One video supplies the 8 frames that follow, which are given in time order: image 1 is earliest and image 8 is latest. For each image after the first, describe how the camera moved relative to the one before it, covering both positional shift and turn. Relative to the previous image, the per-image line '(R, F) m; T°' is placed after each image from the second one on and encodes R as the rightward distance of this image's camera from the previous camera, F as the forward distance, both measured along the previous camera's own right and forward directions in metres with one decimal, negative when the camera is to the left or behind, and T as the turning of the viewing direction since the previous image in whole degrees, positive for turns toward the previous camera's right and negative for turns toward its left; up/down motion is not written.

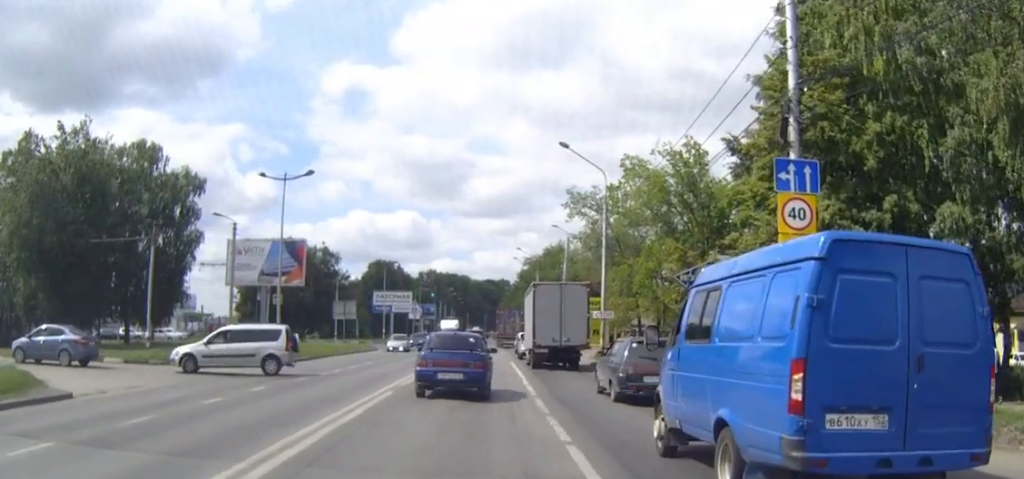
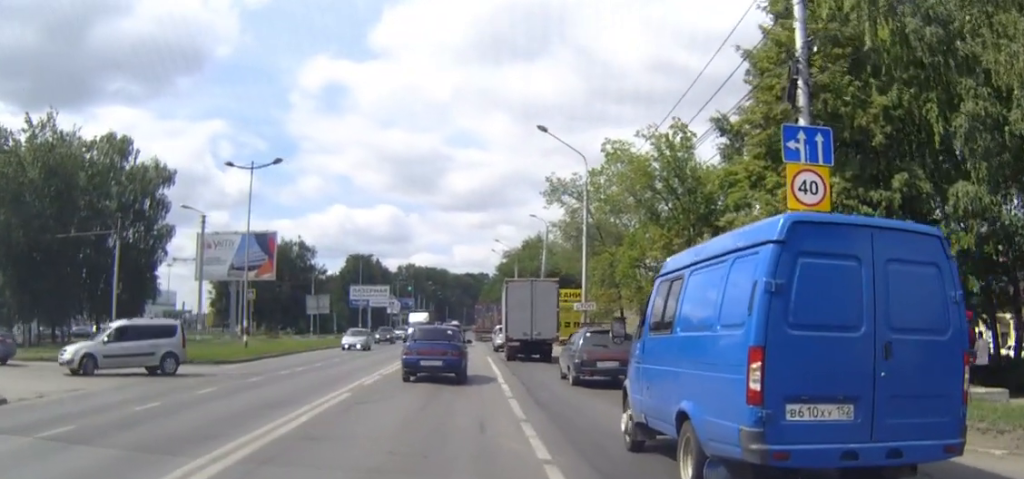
(+0.2, +2.4) m; +4°
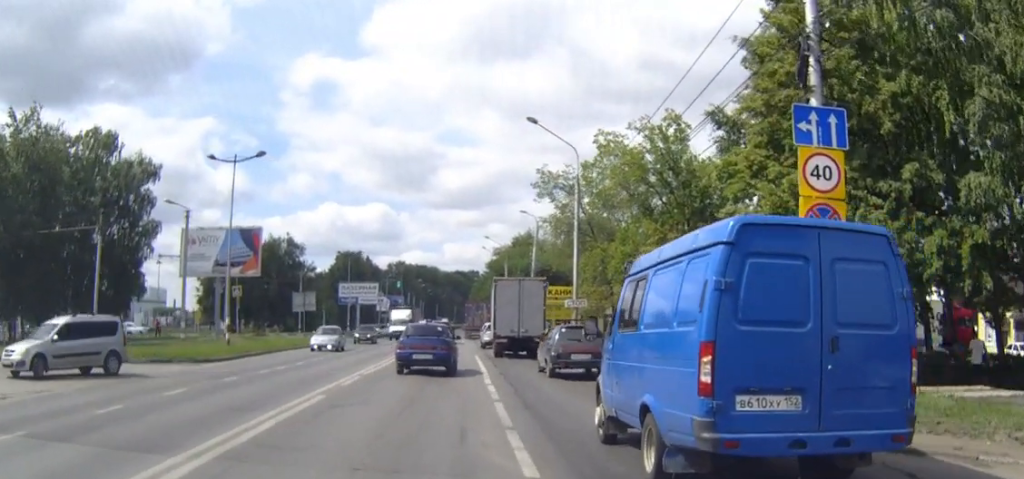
(0.0, +1.4) m; -1°
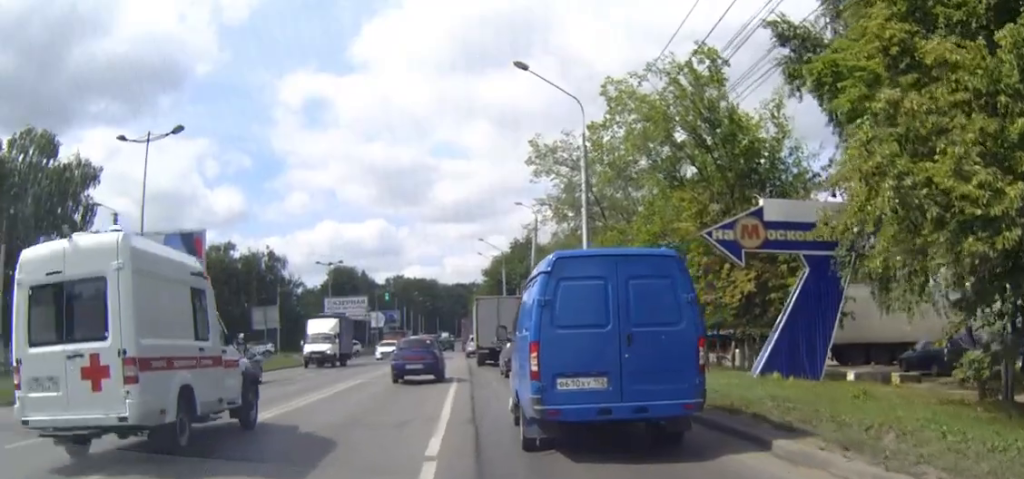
(-0.3, +9.6) m; -1°
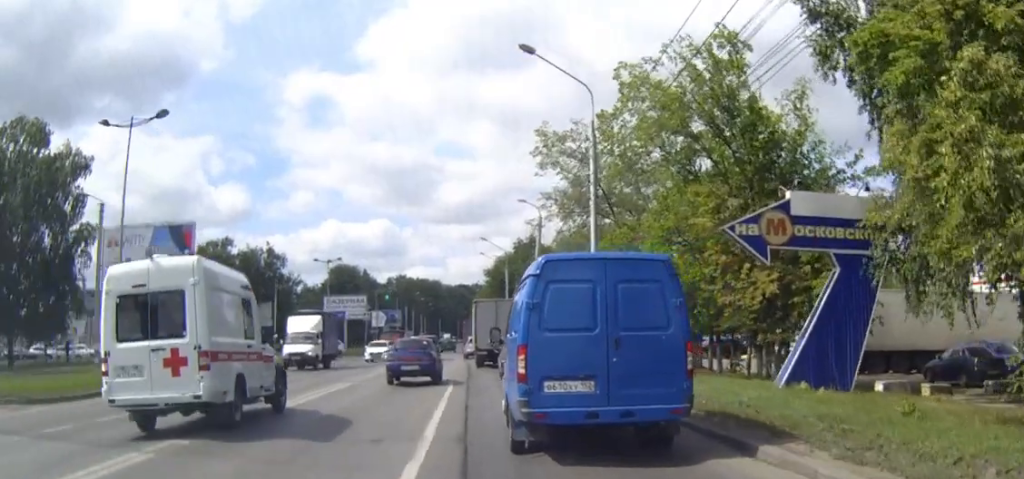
(0.0, +2.1) m; 0°
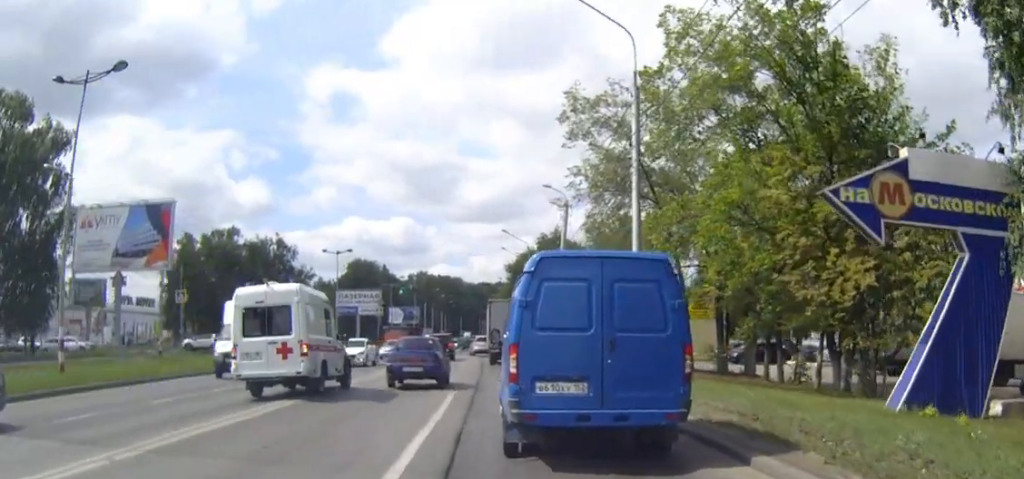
(0.0, +5.7) m; -1°
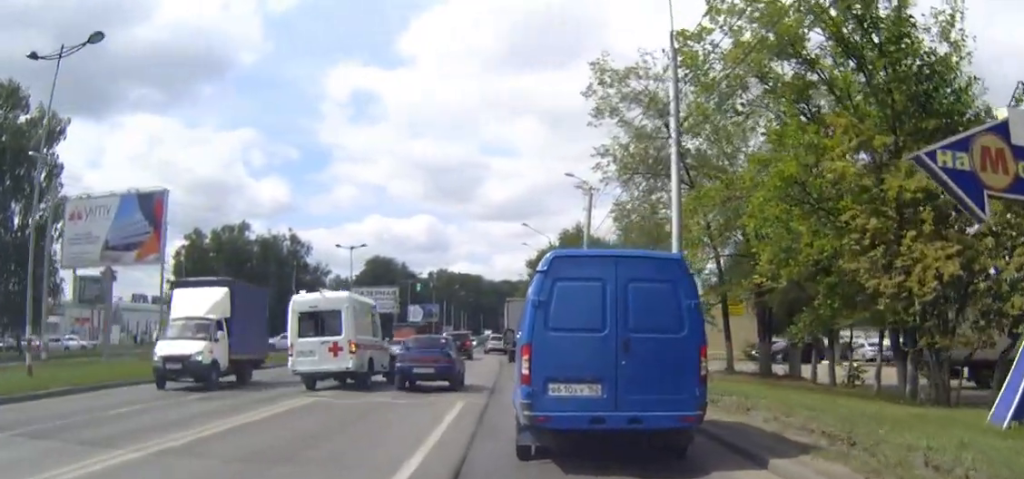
(0.0, +3.1) m; -2°
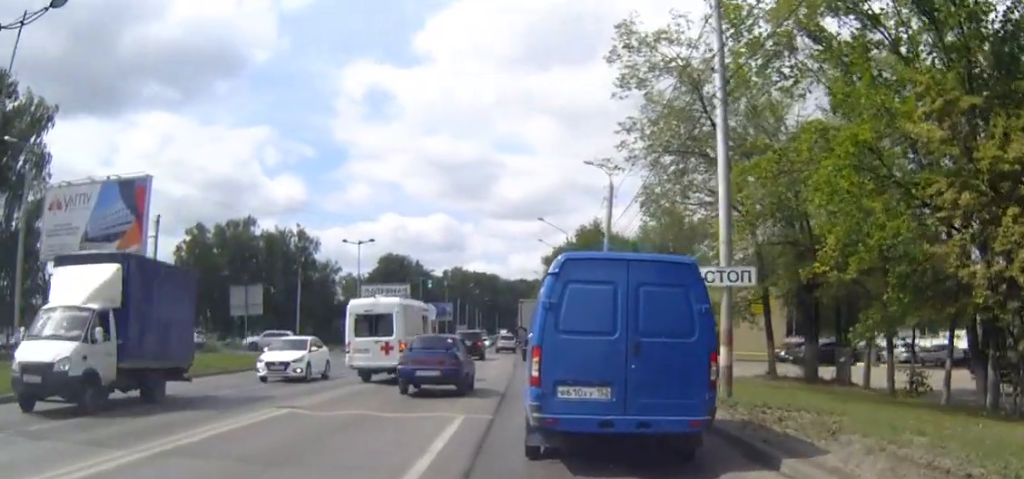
(-0.1, +3.4) m; -2°
